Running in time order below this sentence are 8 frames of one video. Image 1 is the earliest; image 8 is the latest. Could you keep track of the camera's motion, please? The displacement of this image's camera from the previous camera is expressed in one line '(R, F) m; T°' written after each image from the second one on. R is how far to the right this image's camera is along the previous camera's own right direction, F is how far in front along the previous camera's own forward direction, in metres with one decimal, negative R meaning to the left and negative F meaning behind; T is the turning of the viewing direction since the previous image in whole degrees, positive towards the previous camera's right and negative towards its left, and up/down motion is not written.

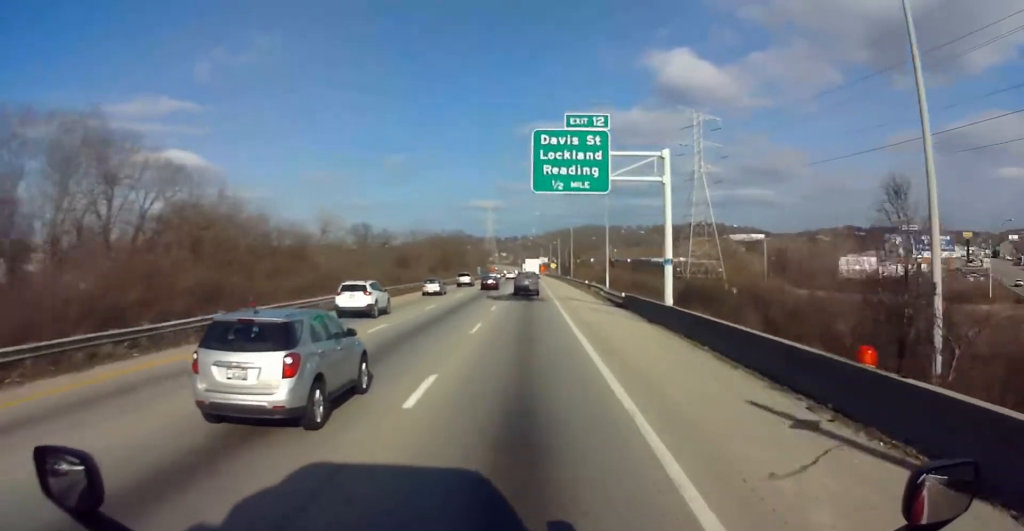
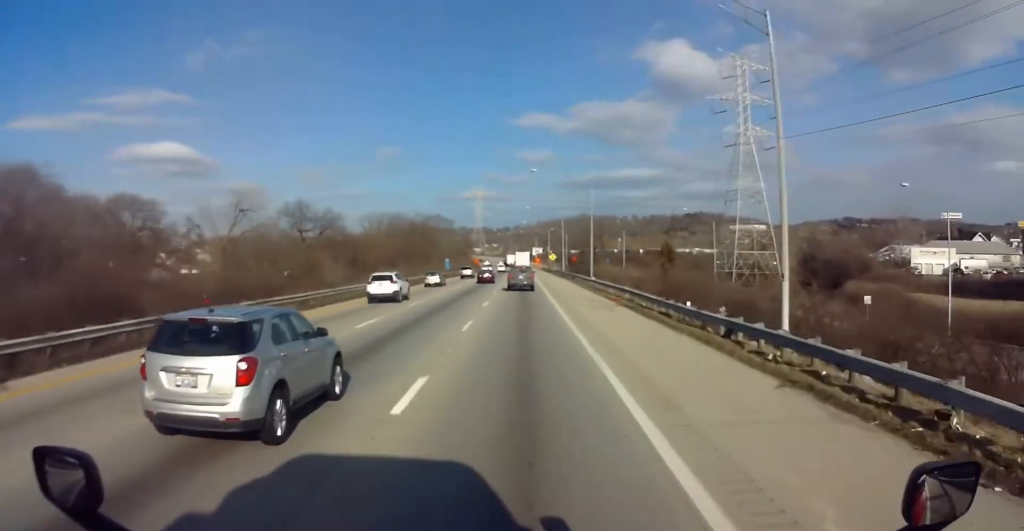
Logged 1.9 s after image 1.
(-0.2, +50.4) m; 0°
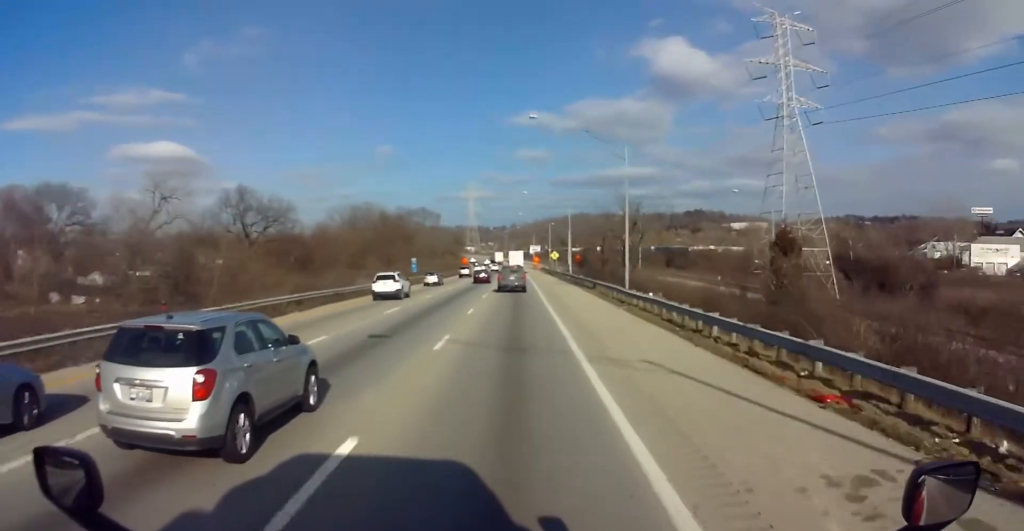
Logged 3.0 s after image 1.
(+0.4, +29.3) m; 0°
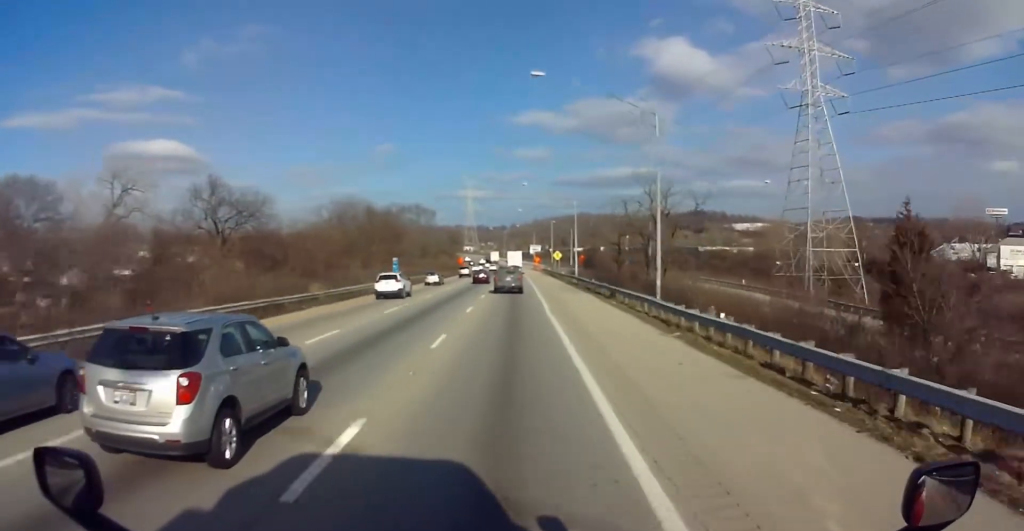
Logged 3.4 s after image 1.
(0.0, +11.5) m; 0°
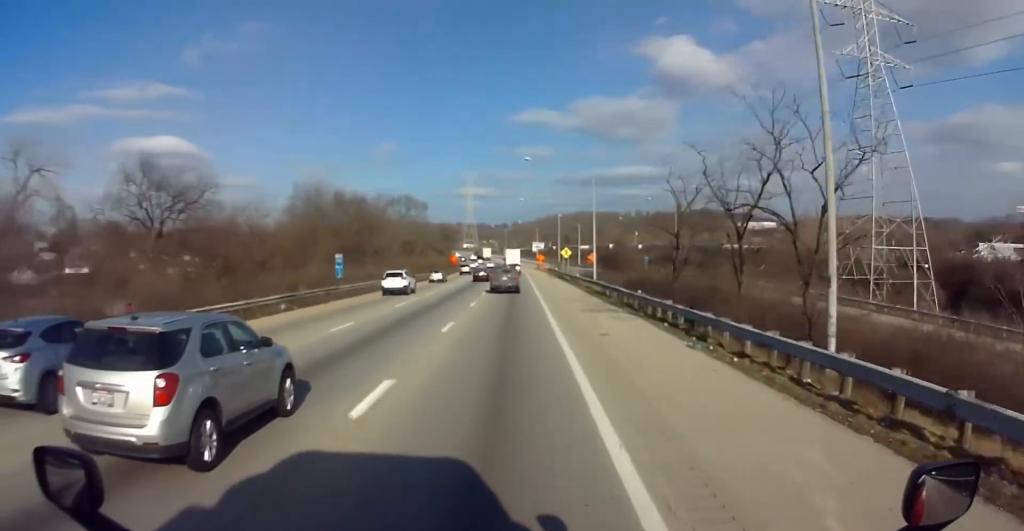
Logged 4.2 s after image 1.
(-0.3, +21.3) m; -1°
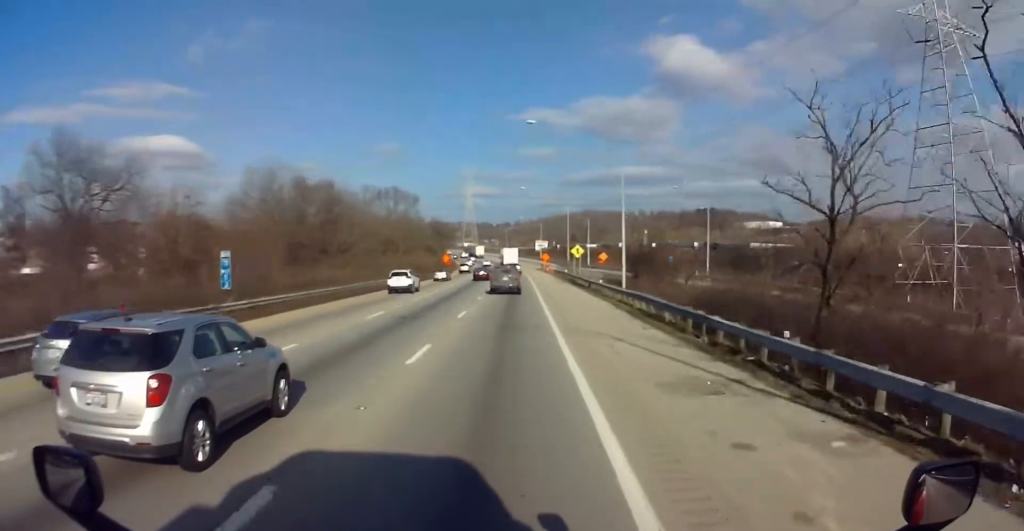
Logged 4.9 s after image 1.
(+0.1, +18.6) m; 0°
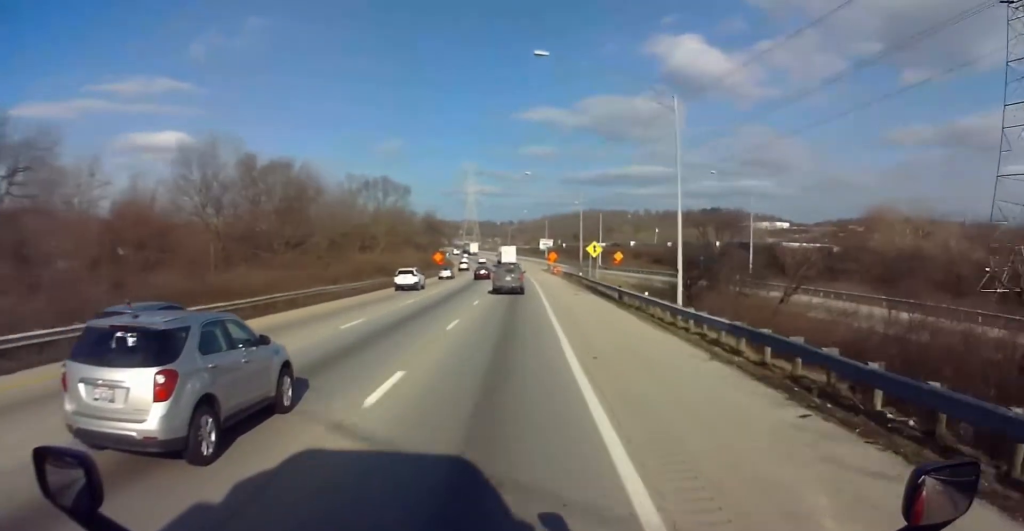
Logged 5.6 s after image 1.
(0.0, +16.8) m; 0°
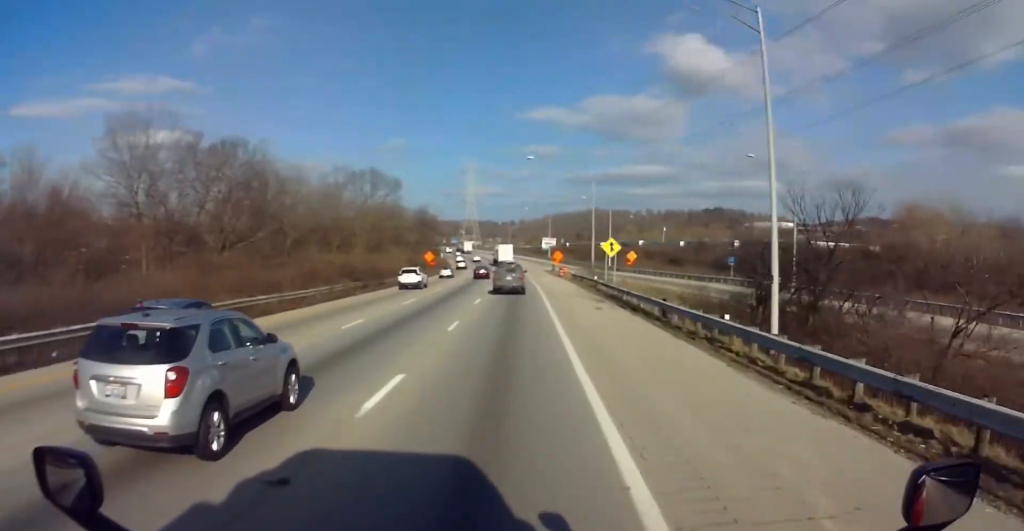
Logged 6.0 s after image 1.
(+0.1, +12.4) m; -1°
